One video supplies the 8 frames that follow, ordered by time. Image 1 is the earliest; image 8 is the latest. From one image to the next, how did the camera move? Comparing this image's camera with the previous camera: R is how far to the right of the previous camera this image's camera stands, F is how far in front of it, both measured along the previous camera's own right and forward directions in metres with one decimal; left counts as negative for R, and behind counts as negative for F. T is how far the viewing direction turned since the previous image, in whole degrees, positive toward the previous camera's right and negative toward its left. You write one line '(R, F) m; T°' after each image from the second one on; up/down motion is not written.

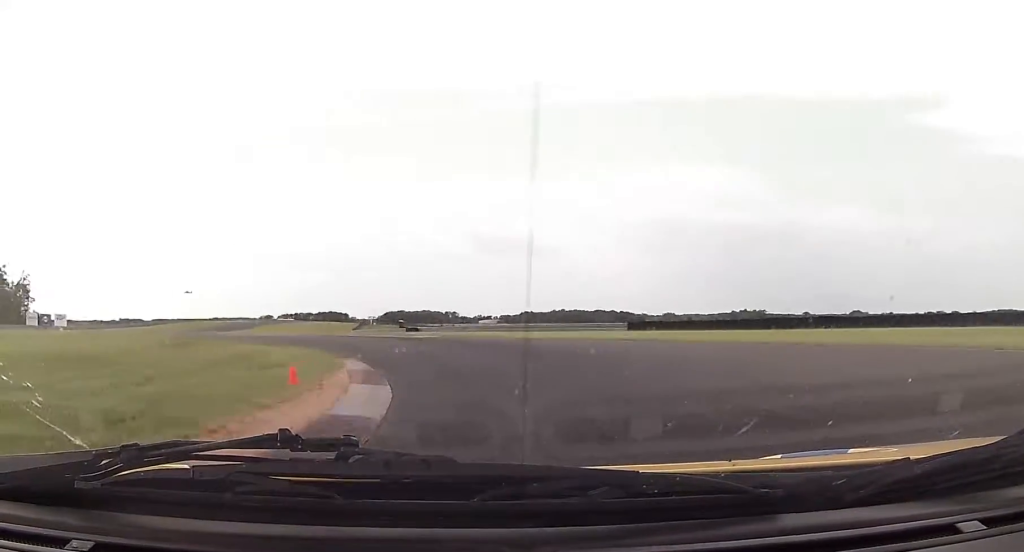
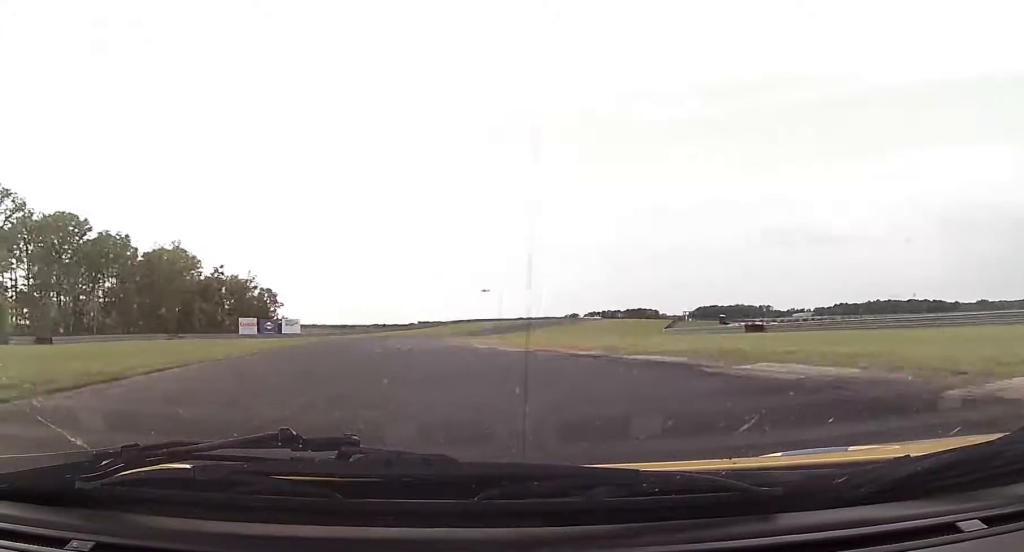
(-7.9, +36.3) m; -20°
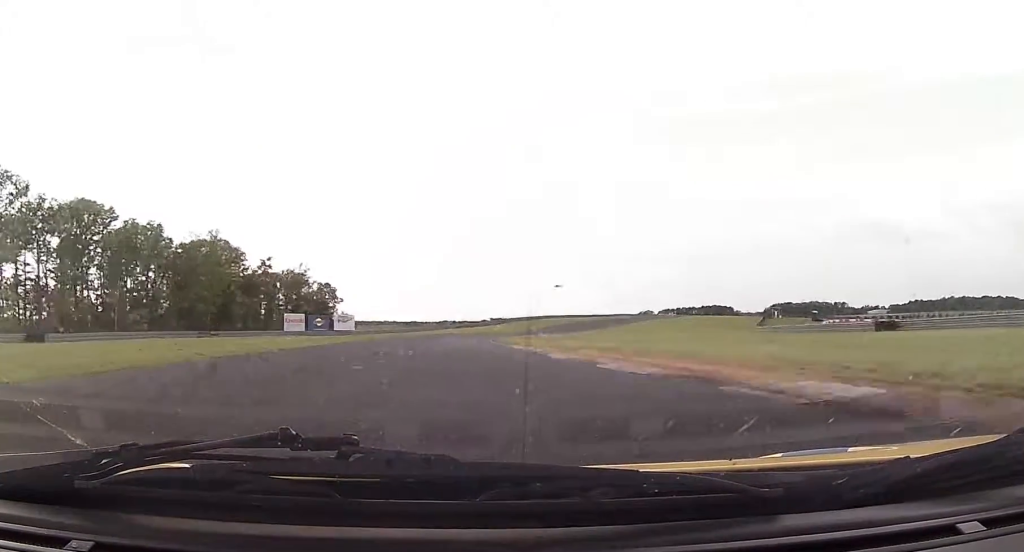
(-0.9, +14.6) m; -4°
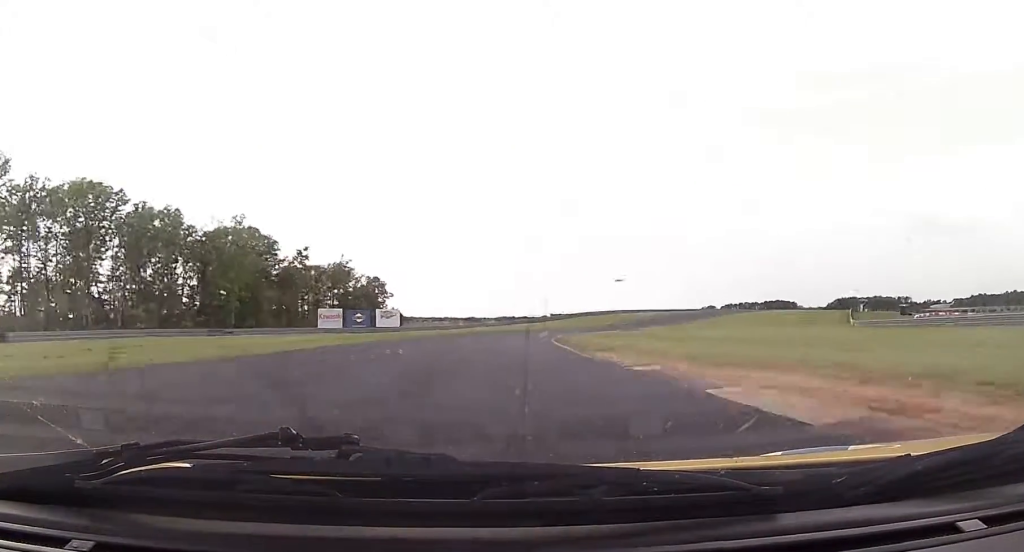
(-0.6, +14.9) m; -3°
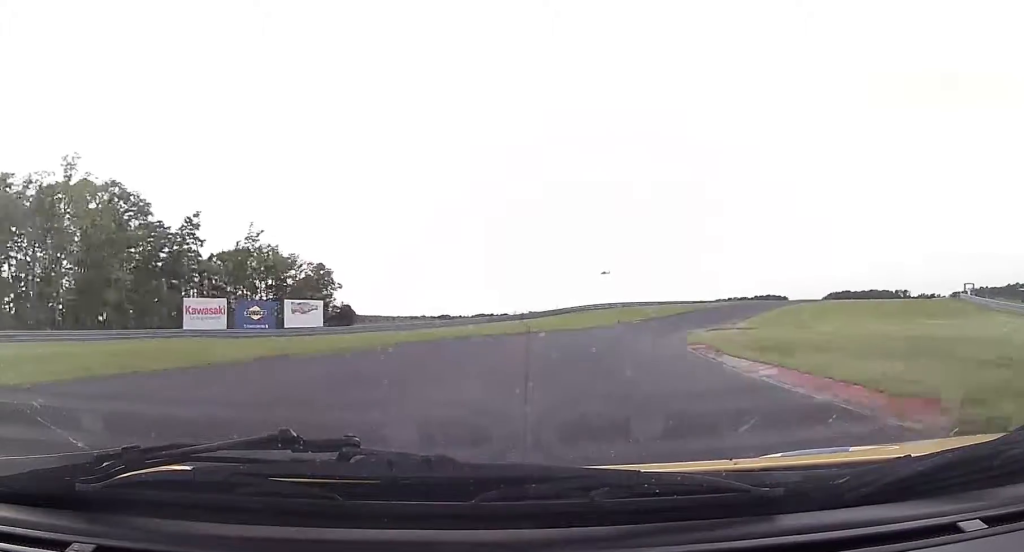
(0.0, +44.4) m; +3°
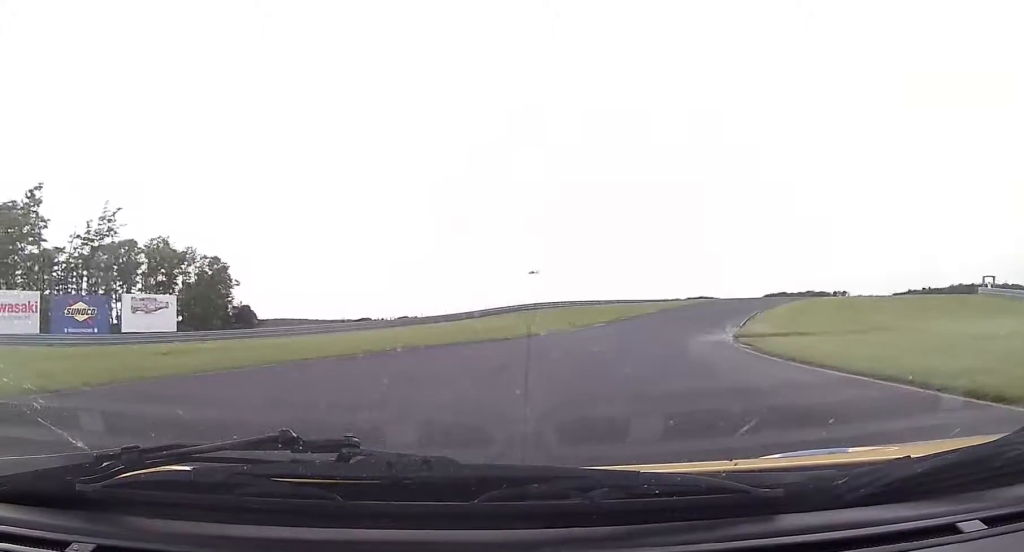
(+0.6, +22.0) m; +5°
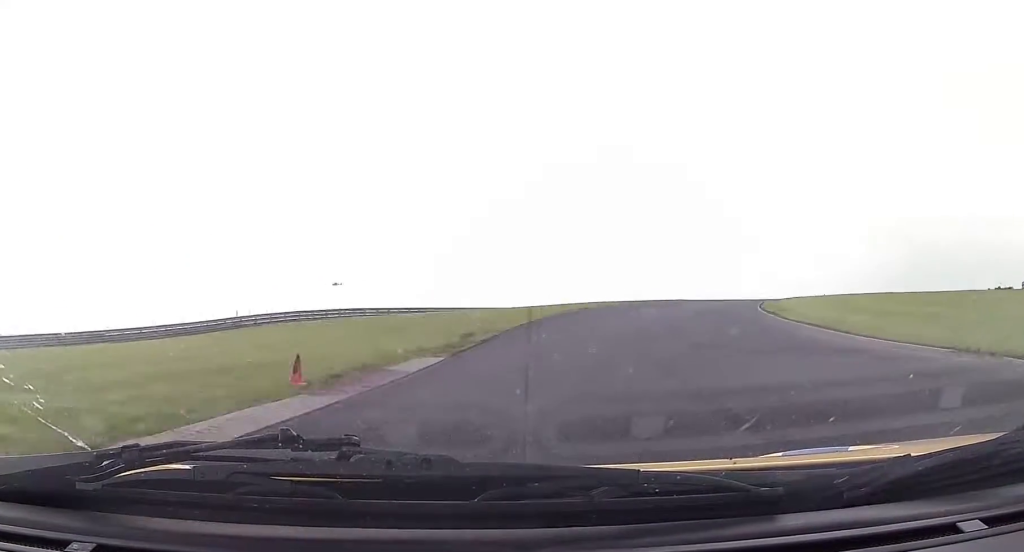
(+5.5, +42.6) m; +19°
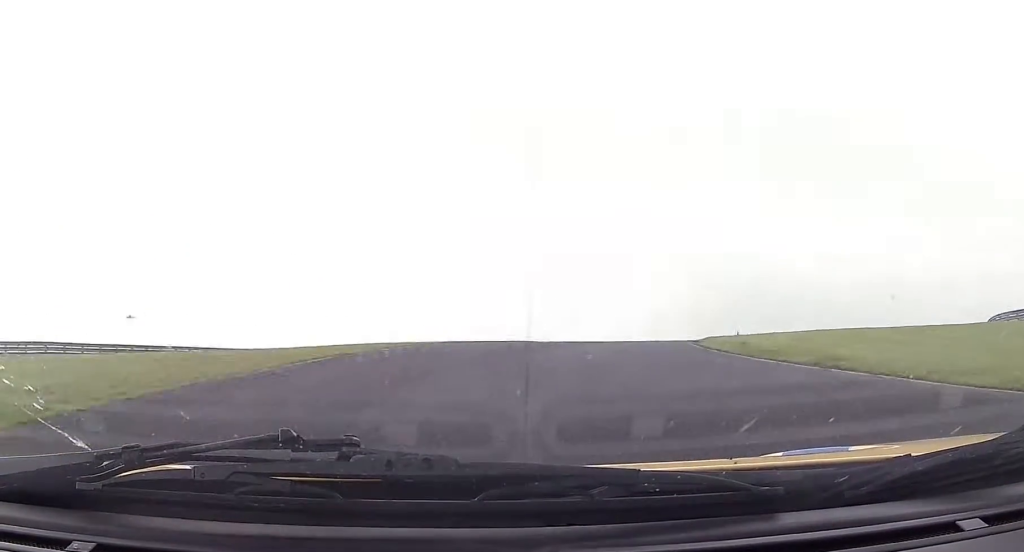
(+3.2, +22.8) m; +16°
